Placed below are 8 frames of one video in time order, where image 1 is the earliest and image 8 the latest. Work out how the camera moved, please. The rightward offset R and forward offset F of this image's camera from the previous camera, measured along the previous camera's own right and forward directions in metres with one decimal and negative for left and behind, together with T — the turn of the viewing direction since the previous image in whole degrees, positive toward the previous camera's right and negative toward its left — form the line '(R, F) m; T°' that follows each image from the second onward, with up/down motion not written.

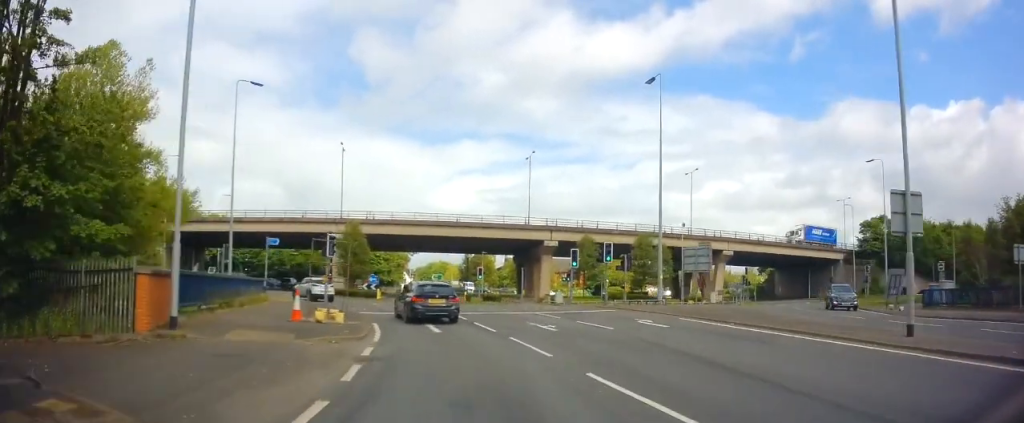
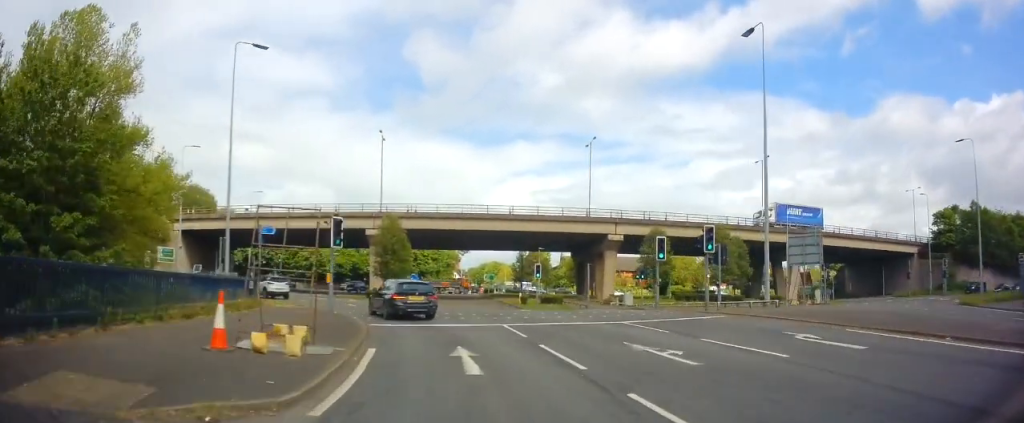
(-0.4, +7.9) m; -5°
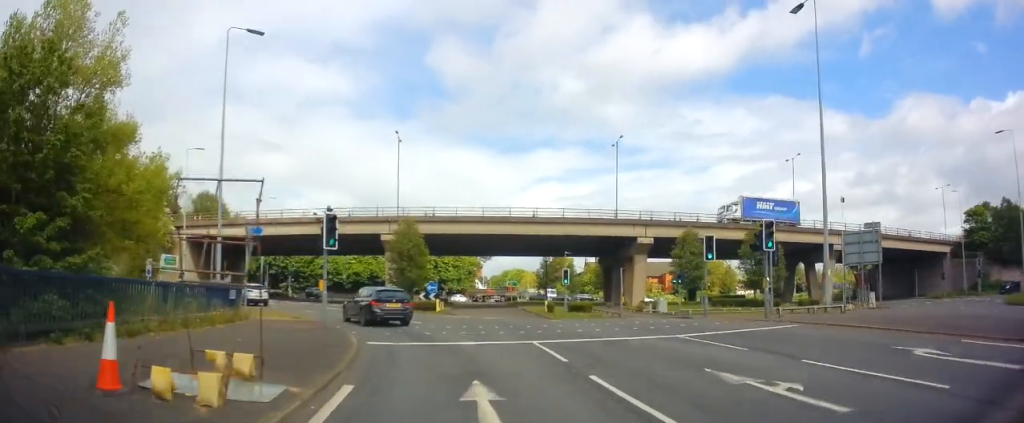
(+0.1, +3.8) m; -3°
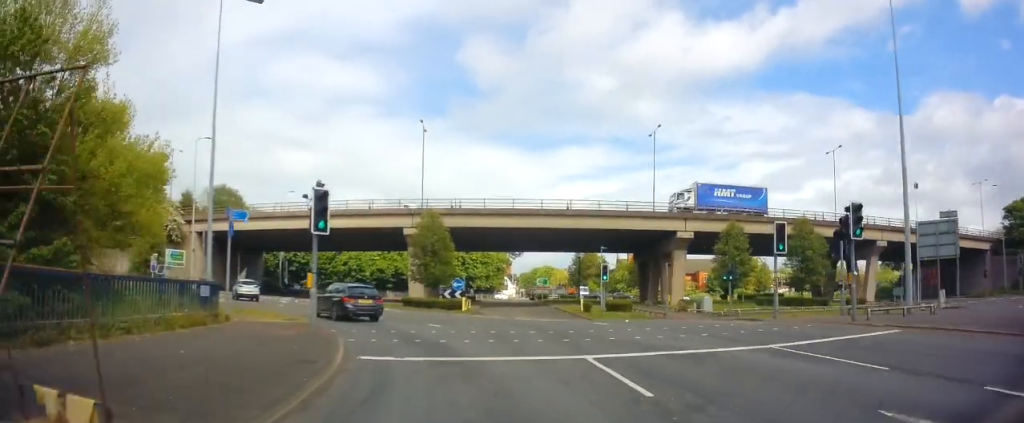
(-0.2, +3.9) m; -4°
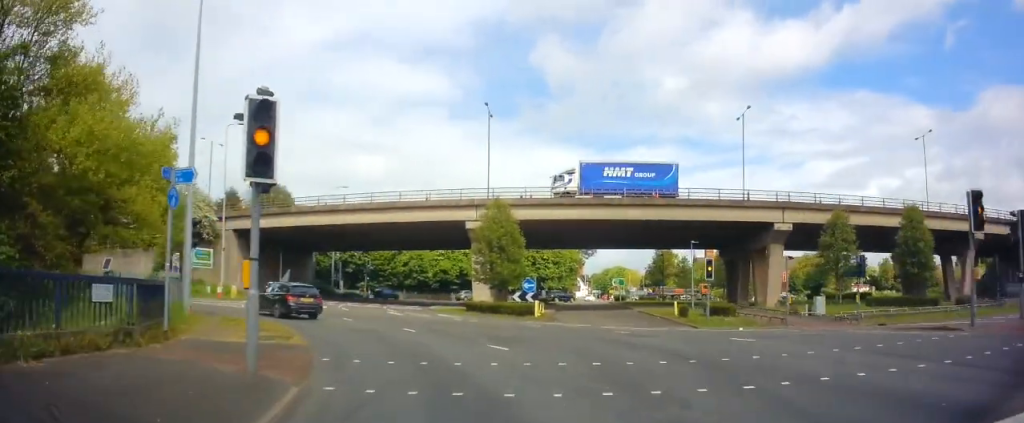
(-0.5, +7.1) m; -7°
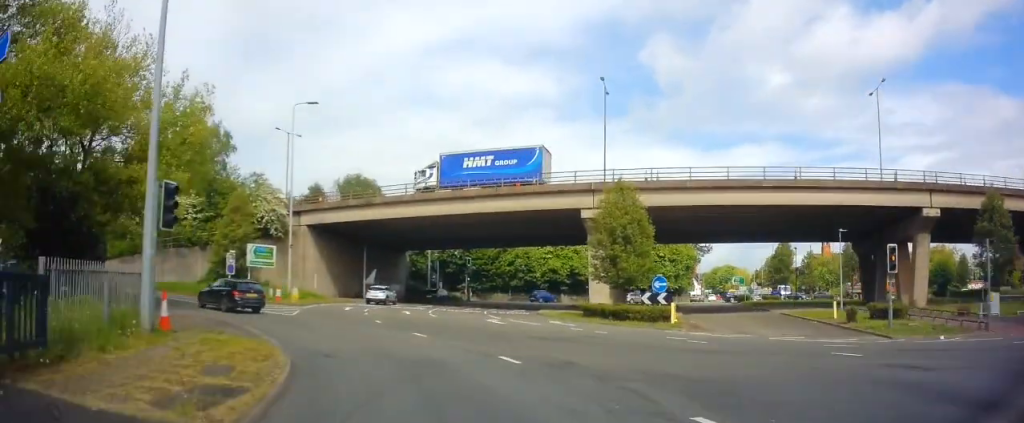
(-0.3, +7.6) m; -7°
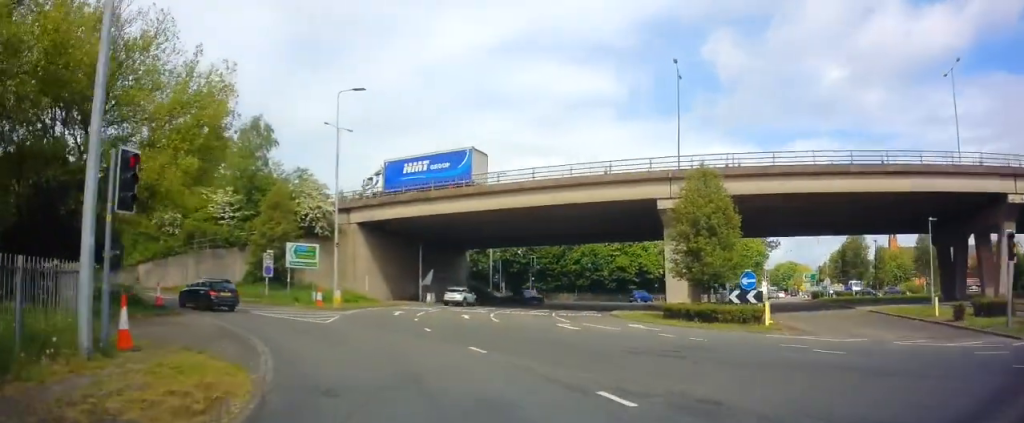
(-0.1, +4.0) m; -6°
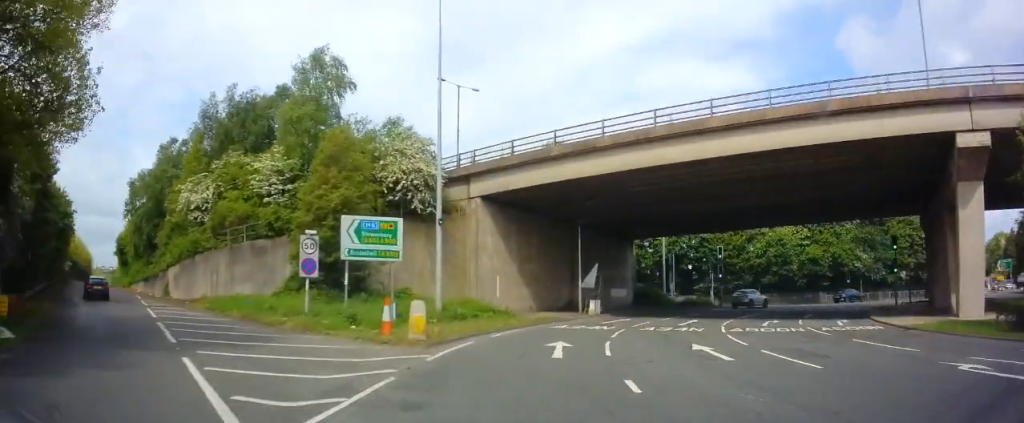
(-3.2, +16.2) m; -14°
